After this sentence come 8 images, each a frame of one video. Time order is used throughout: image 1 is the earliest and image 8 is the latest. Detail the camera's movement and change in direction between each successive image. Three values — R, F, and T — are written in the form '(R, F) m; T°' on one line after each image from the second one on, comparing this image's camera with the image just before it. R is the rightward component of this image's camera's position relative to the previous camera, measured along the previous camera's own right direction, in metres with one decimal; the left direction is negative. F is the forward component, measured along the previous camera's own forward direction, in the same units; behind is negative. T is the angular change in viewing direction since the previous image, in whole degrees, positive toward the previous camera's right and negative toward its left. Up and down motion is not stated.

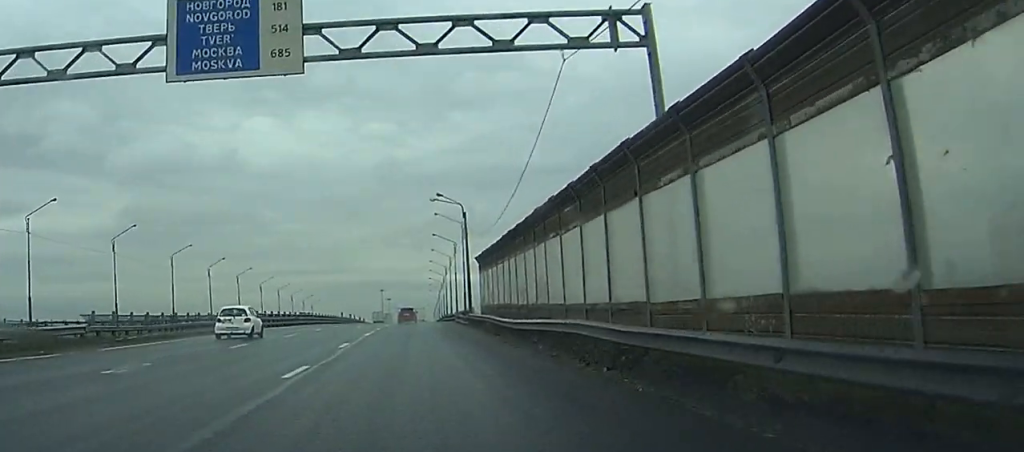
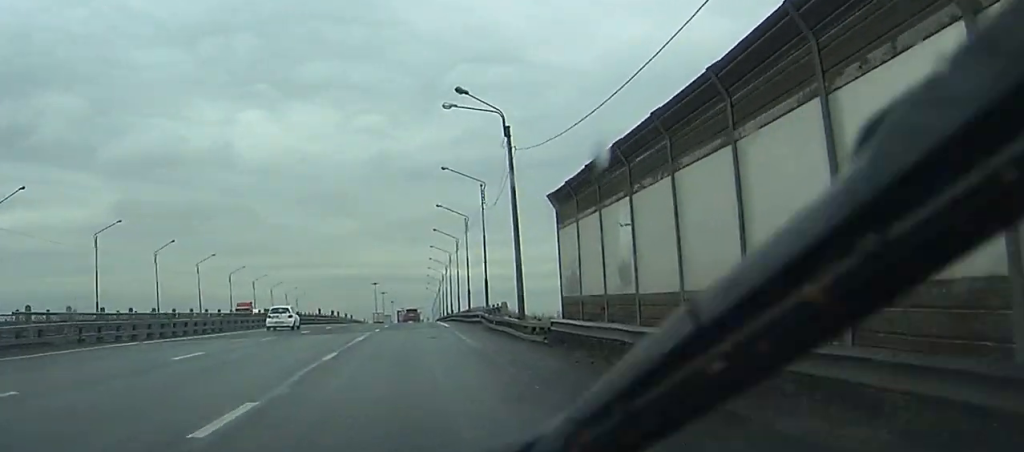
(+0.6, +30.7) m; +2°
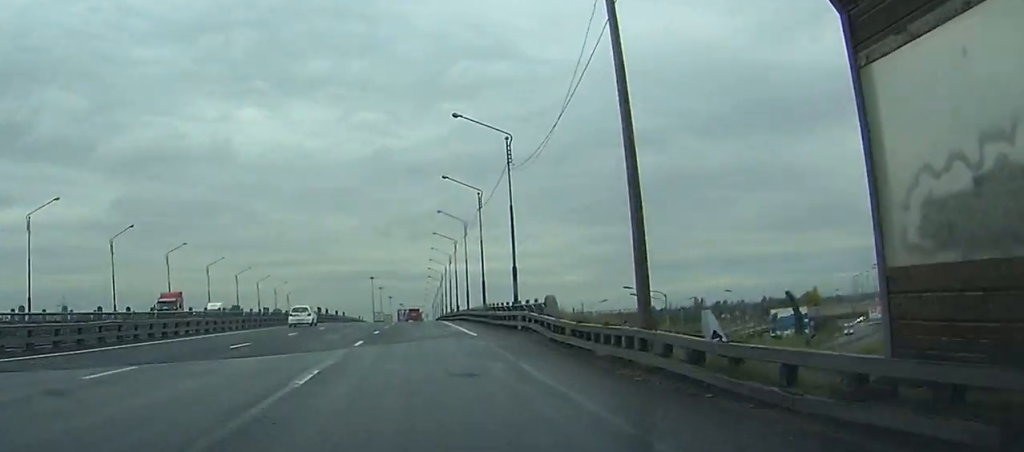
(0.0, +18.3) m; 0°
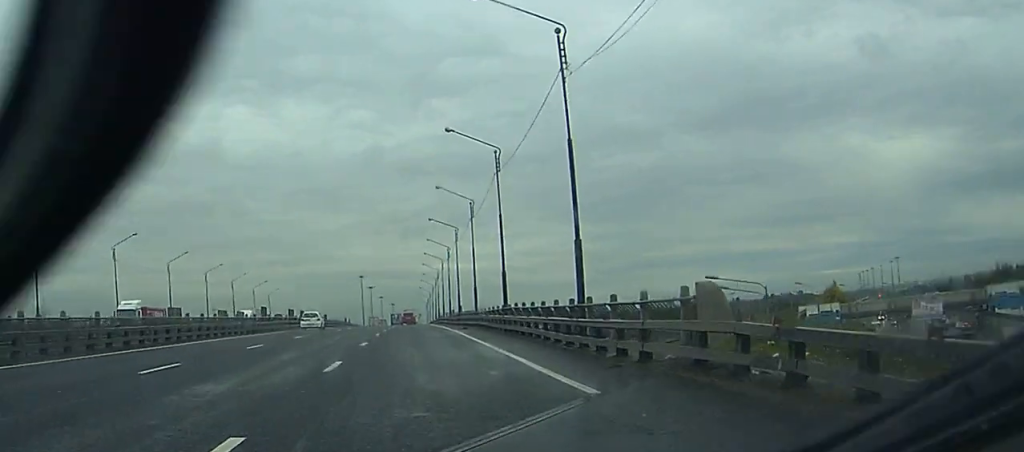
(+0.2, +20.8) m; +1°
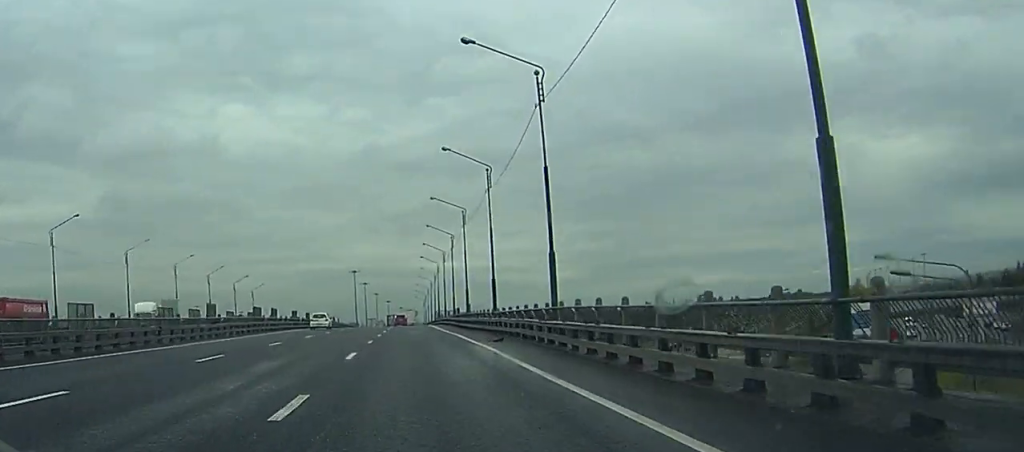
(+0.2, +19.0) m; +1°
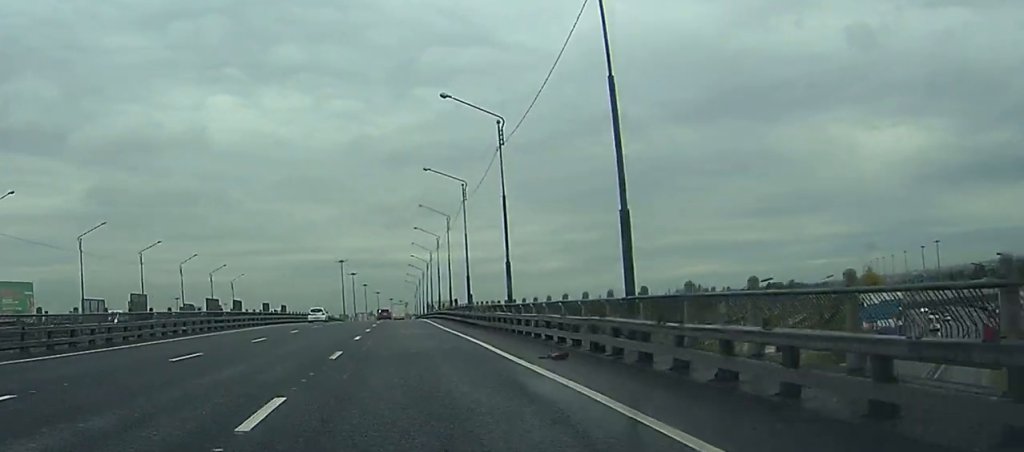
(0.0, +13.4) m; 0°
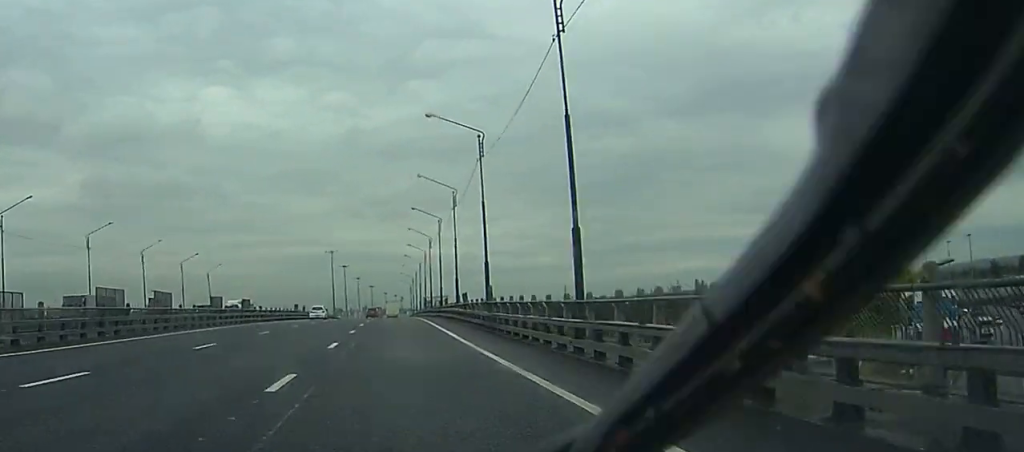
(+0.1, +19.5) m; 0°
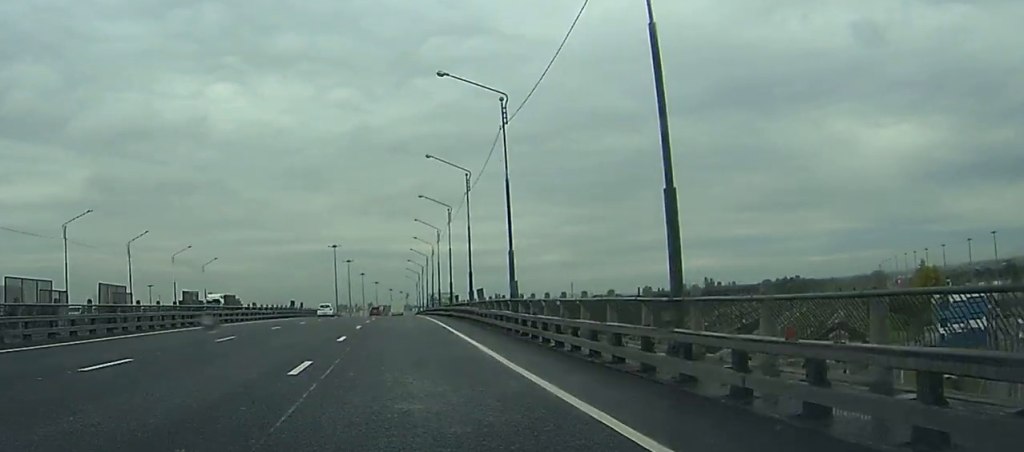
(0.0, +9.2) m; 0°
